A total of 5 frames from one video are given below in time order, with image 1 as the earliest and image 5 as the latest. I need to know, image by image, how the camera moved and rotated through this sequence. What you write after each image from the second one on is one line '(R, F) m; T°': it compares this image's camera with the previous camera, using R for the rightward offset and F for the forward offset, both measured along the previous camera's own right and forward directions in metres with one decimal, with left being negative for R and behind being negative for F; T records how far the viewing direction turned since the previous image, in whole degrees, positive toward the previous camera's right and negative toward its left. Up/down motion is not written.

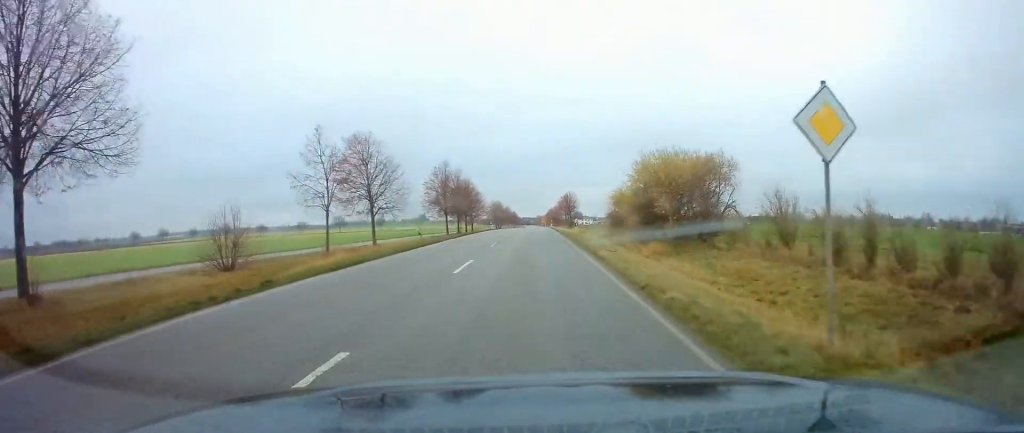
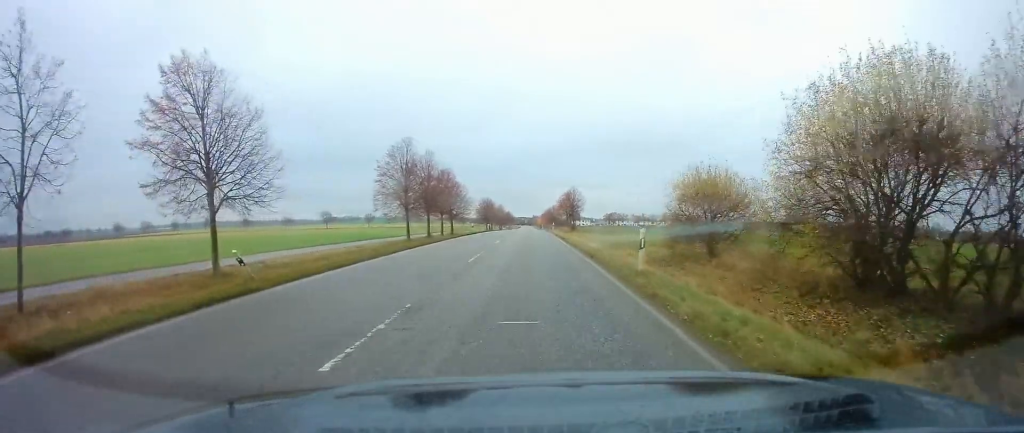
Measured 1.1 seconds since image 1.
(+0.1, +20.5) m; +1°
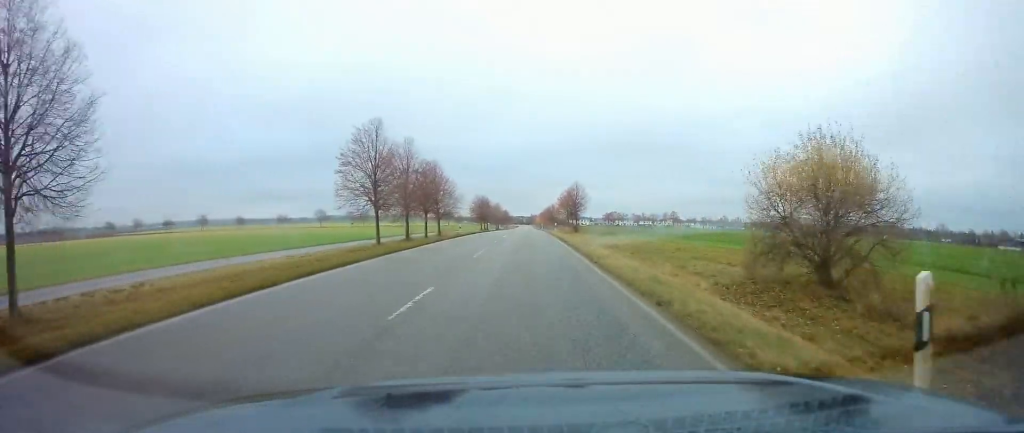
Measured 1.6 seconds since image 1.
(+0.1, +9.6) m; 0°
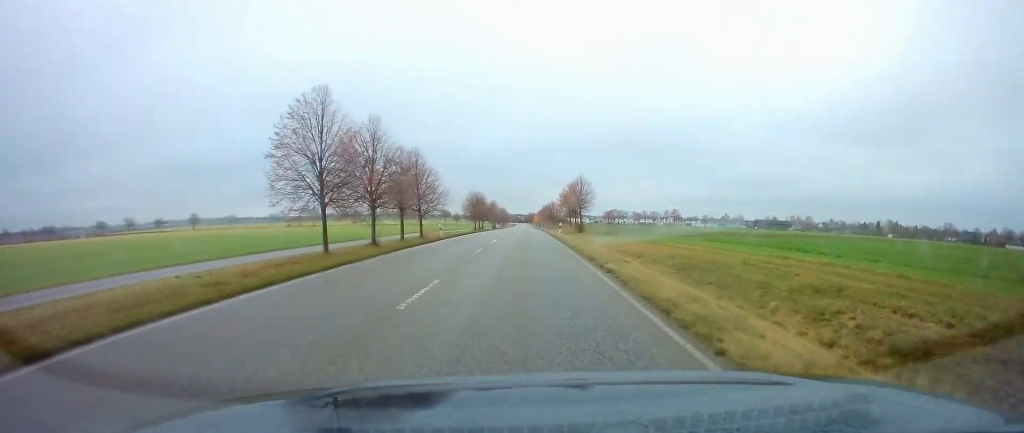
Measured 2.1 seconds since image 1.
(-0.1, +10.6) m; 0°
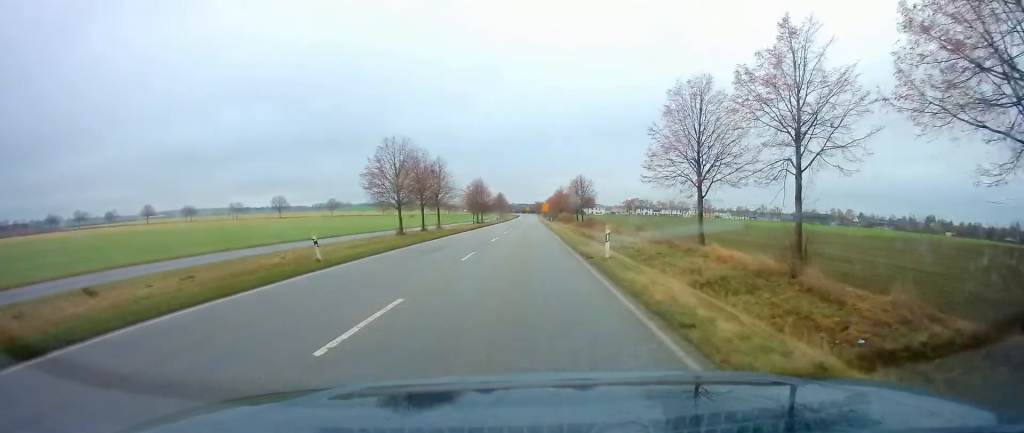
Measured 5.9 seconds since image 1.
(-0.1, +74.3) m; -1°
